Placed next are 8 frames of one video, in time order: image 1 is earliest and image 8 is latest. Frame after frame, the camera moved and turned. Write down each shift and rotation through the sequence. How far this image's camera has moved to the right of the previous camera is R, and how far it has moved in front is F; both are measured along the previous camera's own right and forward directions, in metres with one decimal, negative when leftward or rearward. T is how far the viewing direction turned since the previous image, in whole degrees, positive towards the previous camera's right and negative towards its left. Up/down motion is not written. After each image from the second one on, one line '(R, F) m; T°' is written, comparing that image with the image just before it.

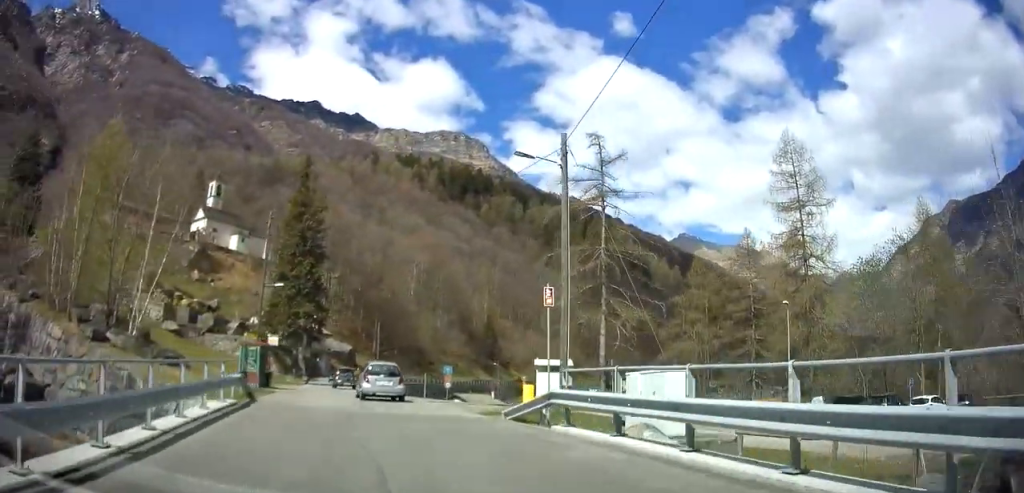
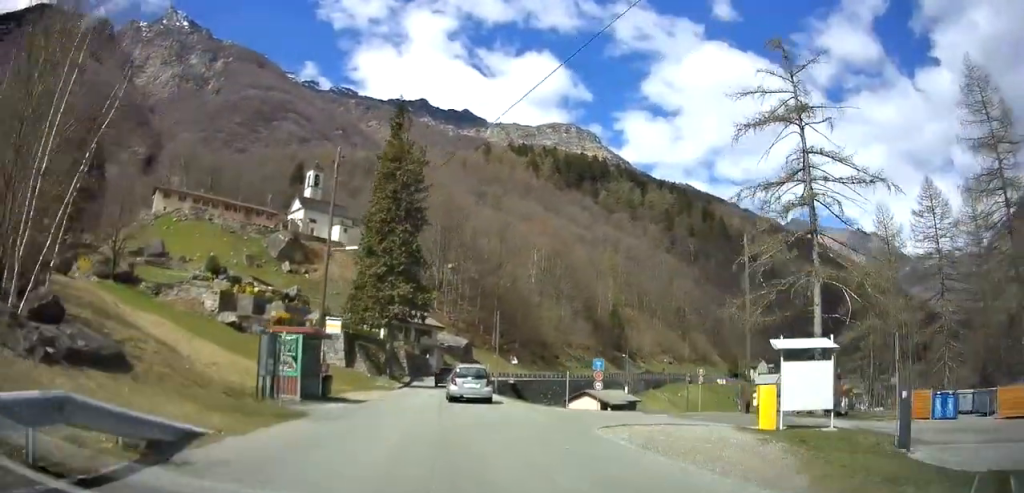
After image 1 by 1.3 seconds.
(-1.0, +11.9) m; -6°
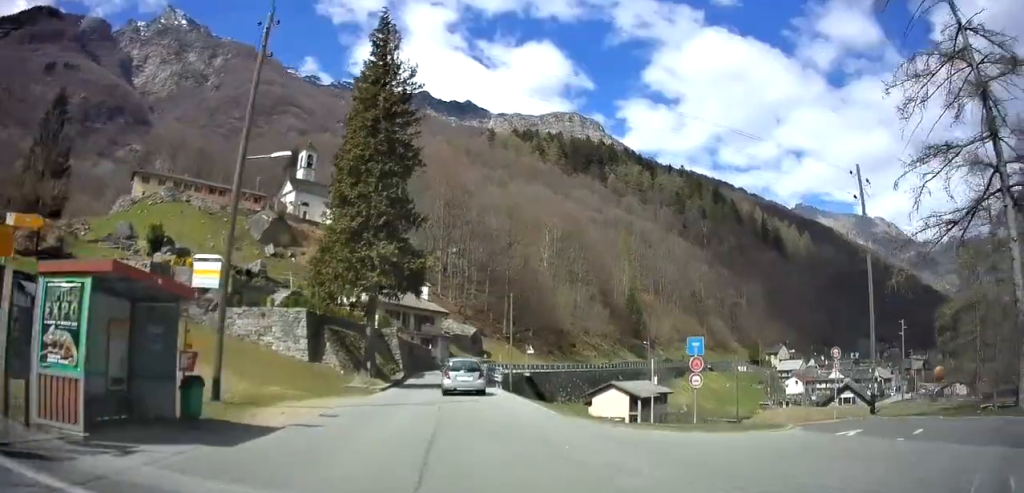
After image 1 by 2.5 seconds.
(-0.2, +11.6) m; -1°
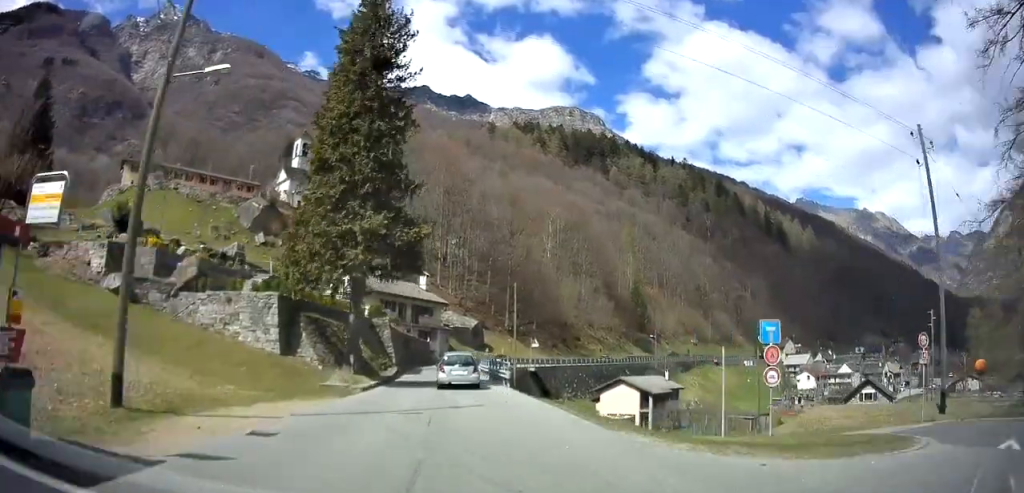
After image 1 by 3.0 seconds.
(0.0, +4.9) m; -1°
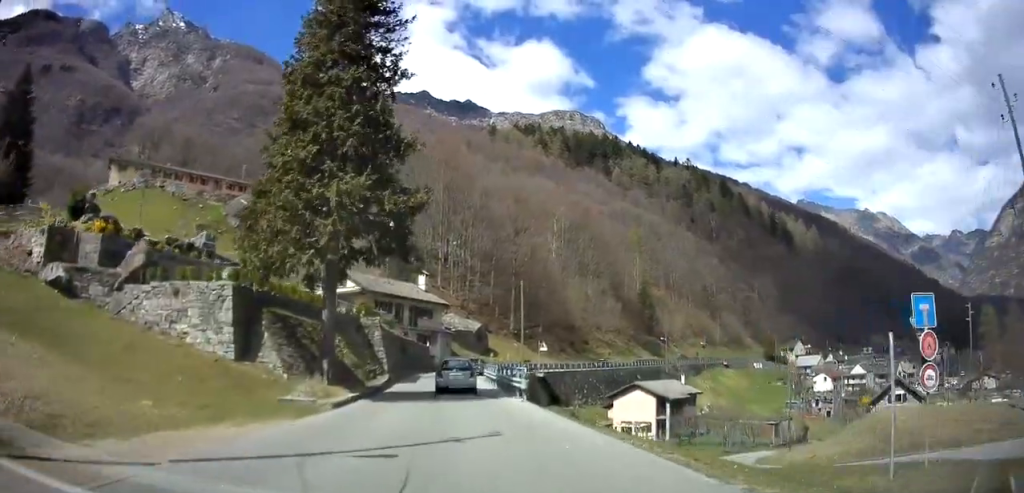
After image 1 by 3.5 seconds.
(0.0, +5.2) m; -1°
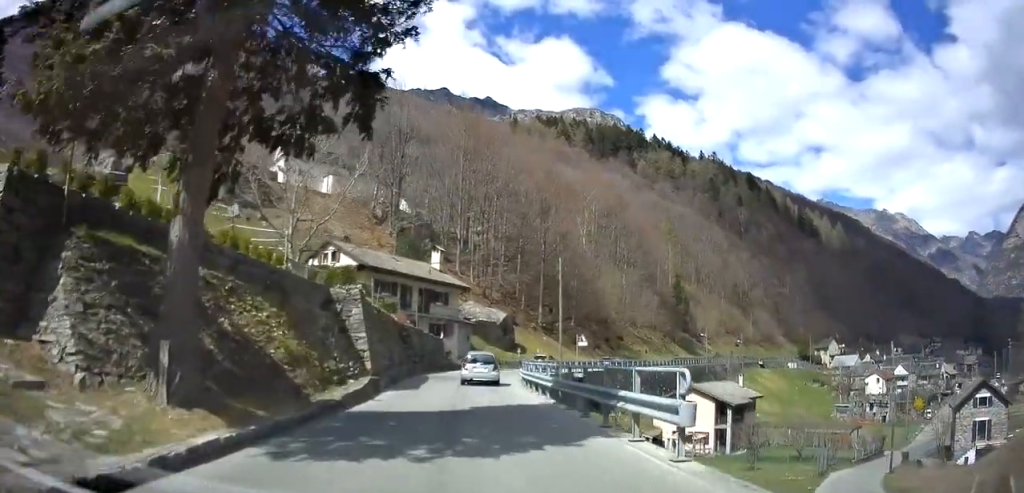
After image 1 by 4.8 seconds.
(-0.4, +12.9) m; -3°
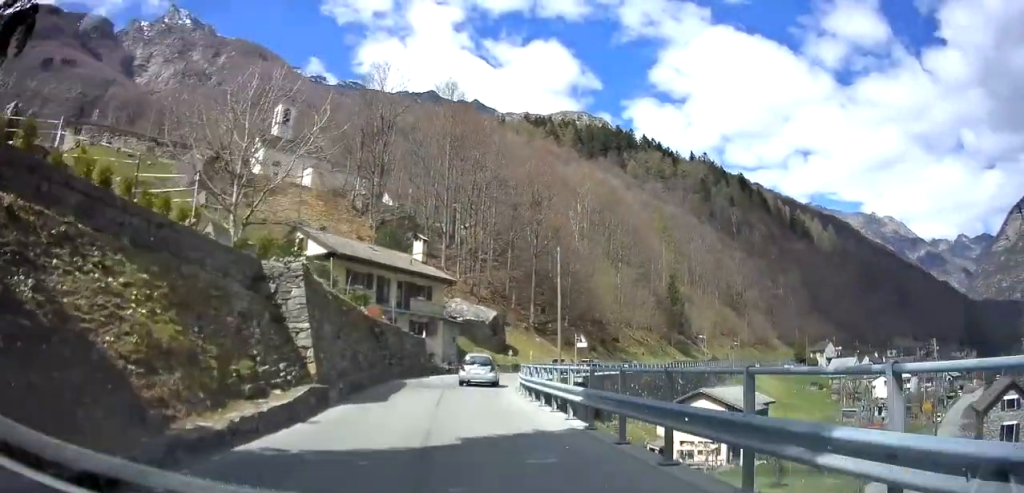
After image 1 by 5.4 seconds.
(-0.1, +5.8) m; +2°
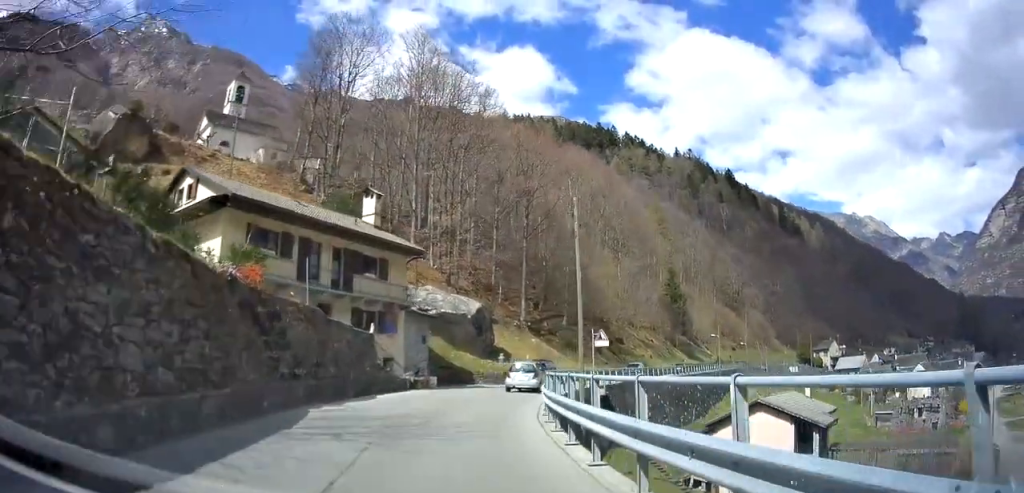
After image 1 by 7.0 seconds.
(+0.9, +15.2) m; +8°
